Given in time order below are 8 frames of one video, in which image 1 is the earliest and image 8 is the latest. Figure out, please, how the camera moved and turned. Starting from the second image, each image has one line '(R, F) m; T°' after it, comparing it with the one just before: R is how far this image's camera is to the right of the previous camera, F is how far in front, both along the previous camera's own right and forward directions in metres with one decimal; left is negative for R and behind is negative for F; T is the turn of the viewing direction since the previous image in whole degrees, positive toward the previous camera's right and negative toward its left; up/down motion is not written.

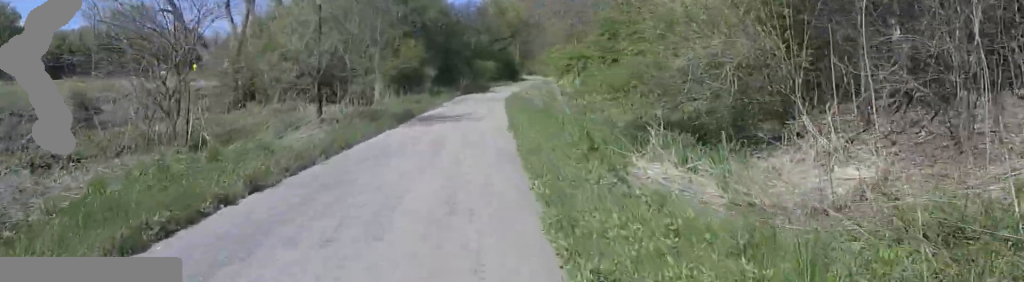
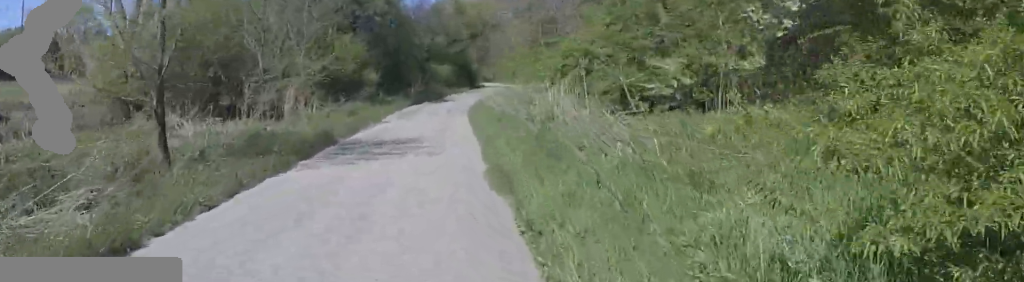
(+1.3, +6.2) m; +8°
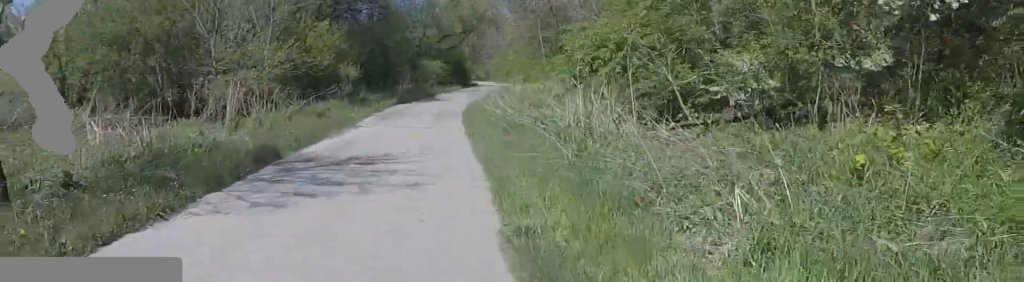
(+0.4, +3.5) m; +1°
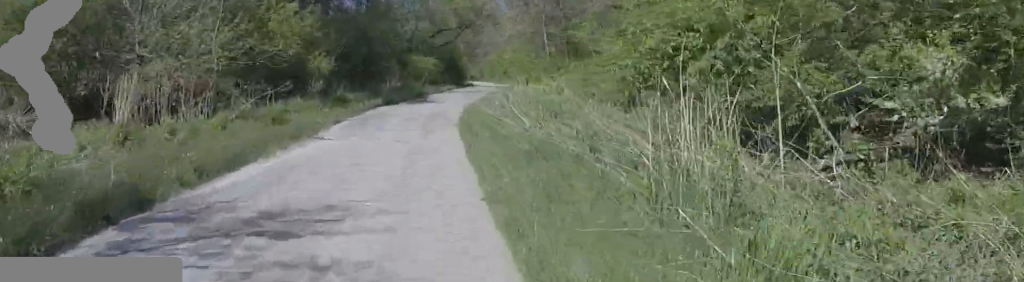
(-0.5, +4.0) m; -6°
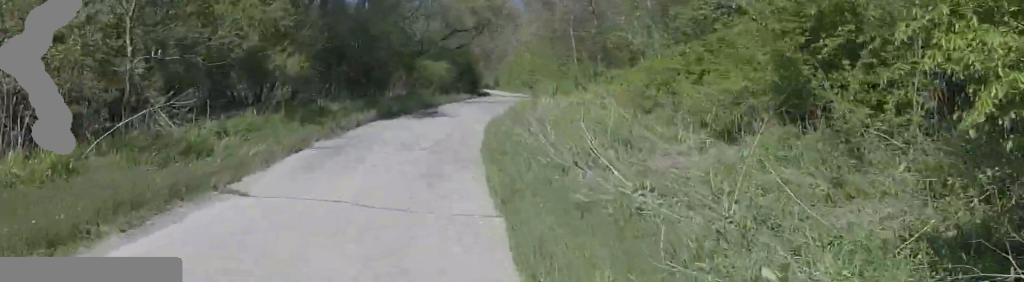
(-0.3, +5.2) m; -4°
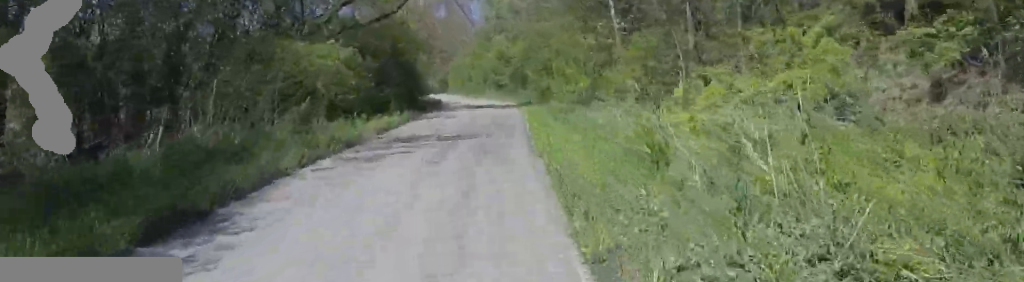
(-0.3, +21.1) m; +7°
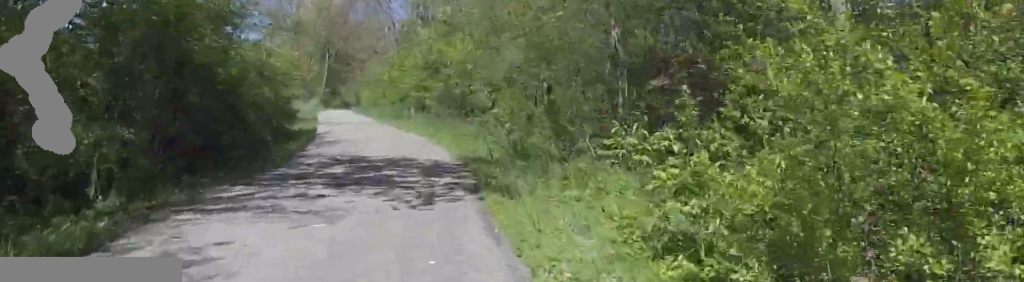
(+1.8, +15.8) m; +2°
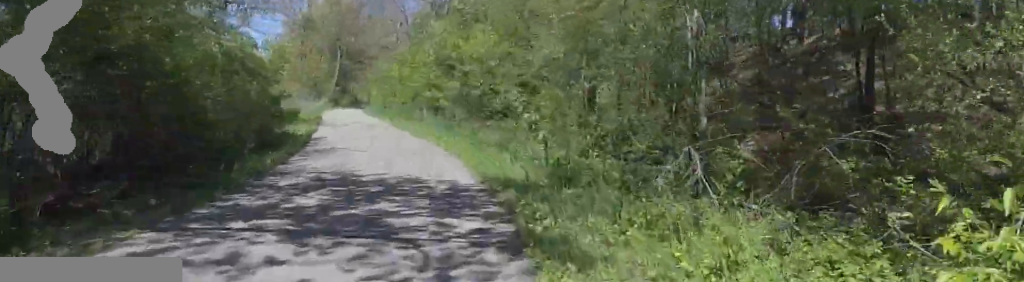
(-0.1, +3.0) m; -1°
